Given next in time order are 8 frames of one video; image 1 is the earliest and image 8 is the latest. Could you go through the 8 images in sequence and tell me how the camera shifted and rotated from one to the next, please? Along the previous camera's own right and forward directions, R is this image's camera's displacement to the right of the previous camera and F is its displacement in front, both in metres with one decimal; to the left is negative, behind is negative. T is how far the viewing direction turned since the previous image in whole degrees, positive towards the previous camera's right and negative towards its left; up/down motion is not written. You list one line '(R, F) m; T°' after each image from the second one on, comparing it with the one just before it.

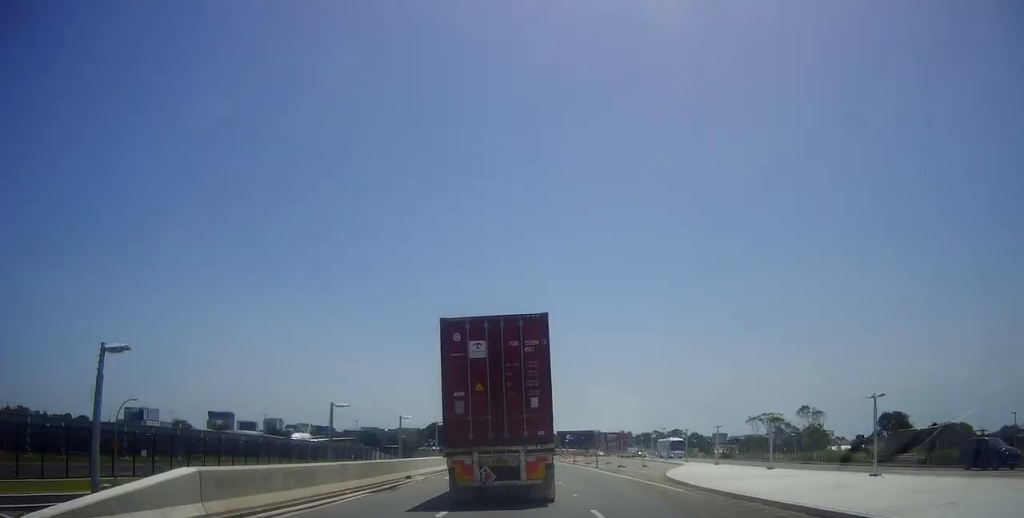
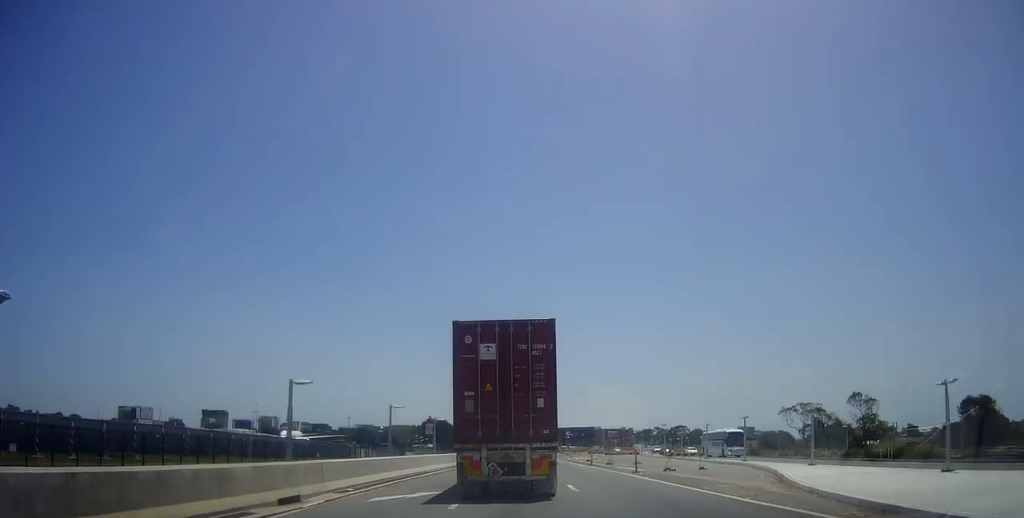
(+0.3, +13.8) m; -2°
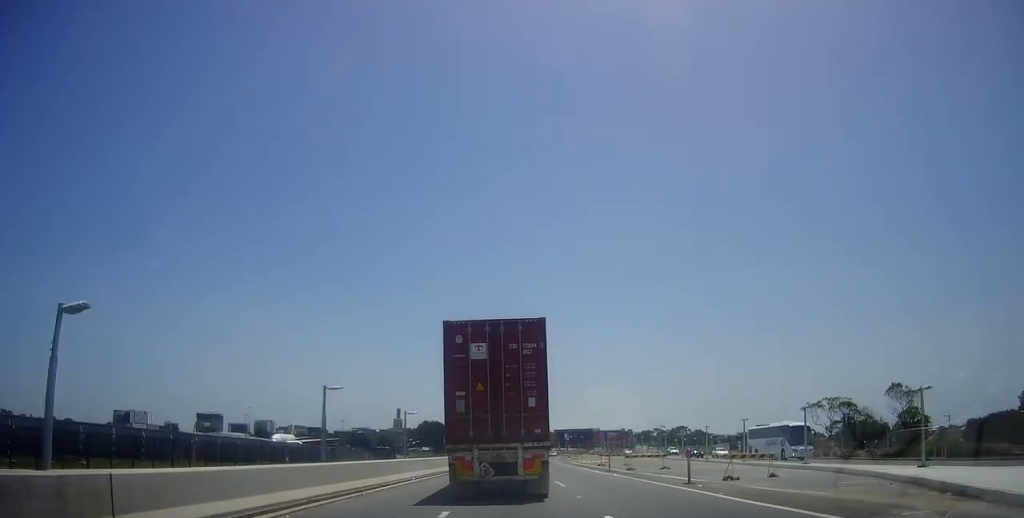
(-0.7, +8.7) m; 0°
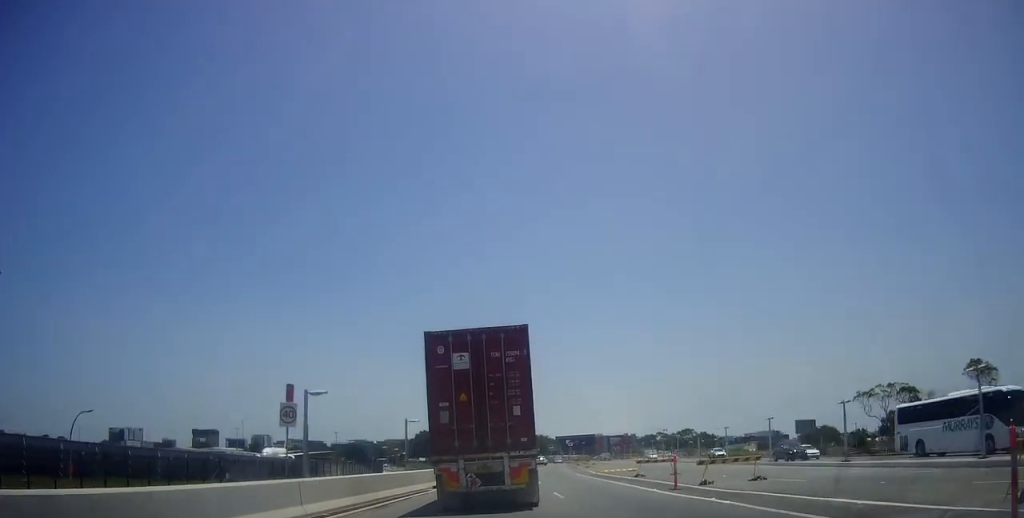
(+0.7, +13.3) m; 0°
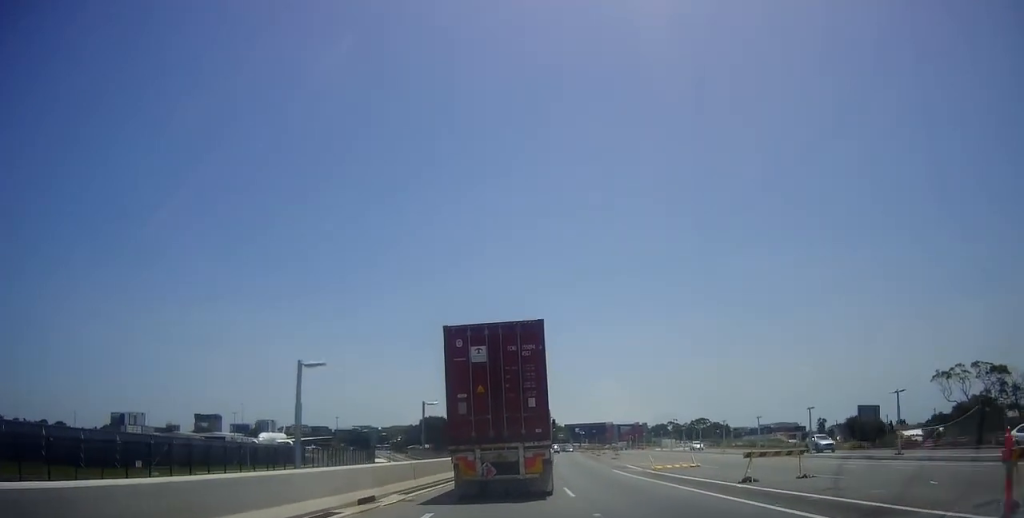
(-0.7, +13.7) m; +1°
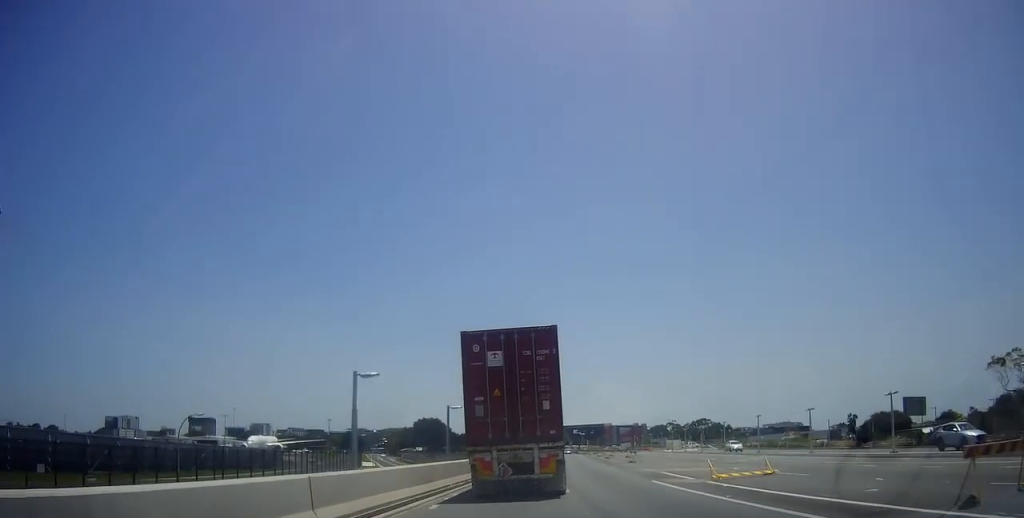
(+0.6, +9.5) m; +2°
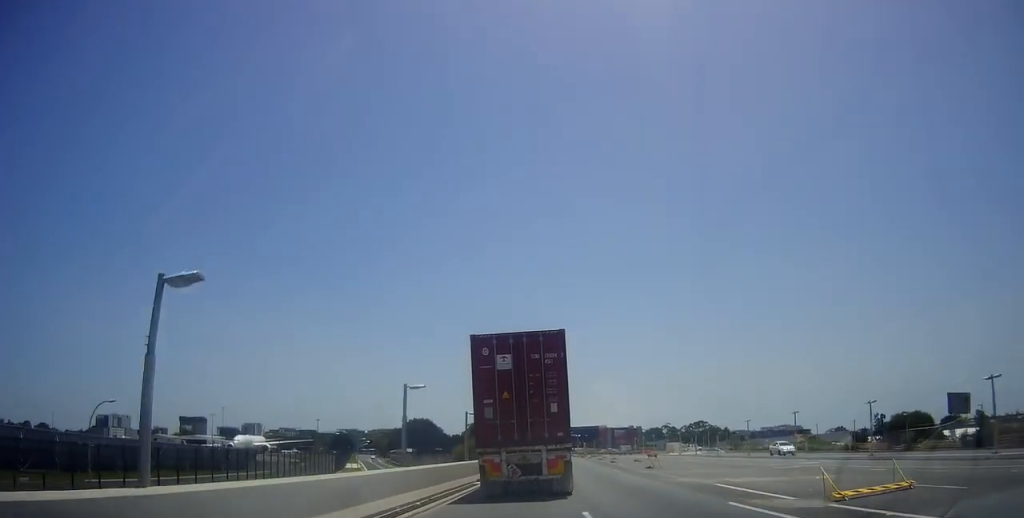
(-0.3, +8.1) m; 0°
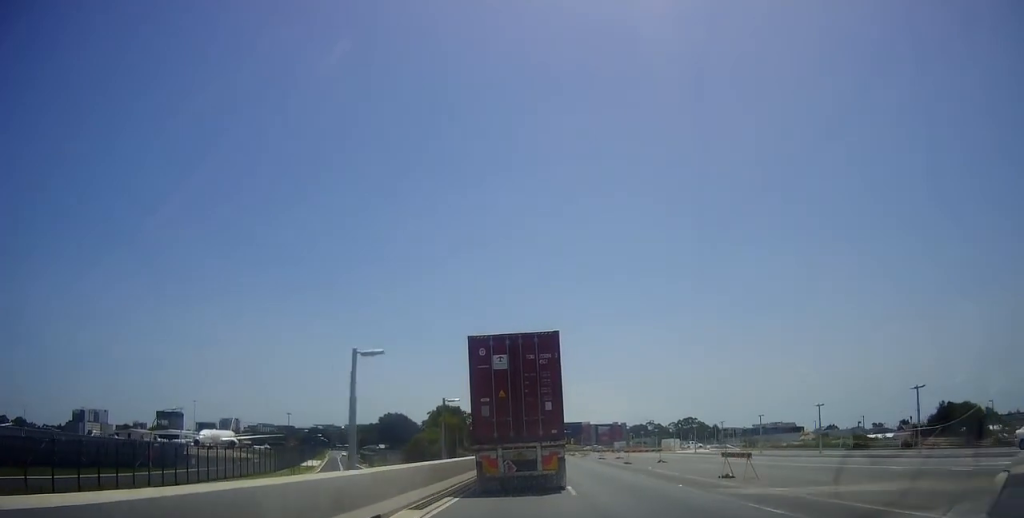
(+0.5, +16.3) m; +2°
